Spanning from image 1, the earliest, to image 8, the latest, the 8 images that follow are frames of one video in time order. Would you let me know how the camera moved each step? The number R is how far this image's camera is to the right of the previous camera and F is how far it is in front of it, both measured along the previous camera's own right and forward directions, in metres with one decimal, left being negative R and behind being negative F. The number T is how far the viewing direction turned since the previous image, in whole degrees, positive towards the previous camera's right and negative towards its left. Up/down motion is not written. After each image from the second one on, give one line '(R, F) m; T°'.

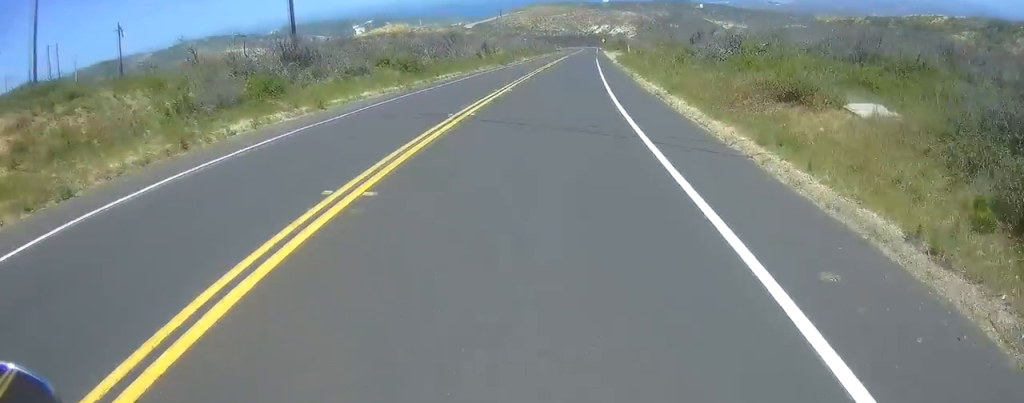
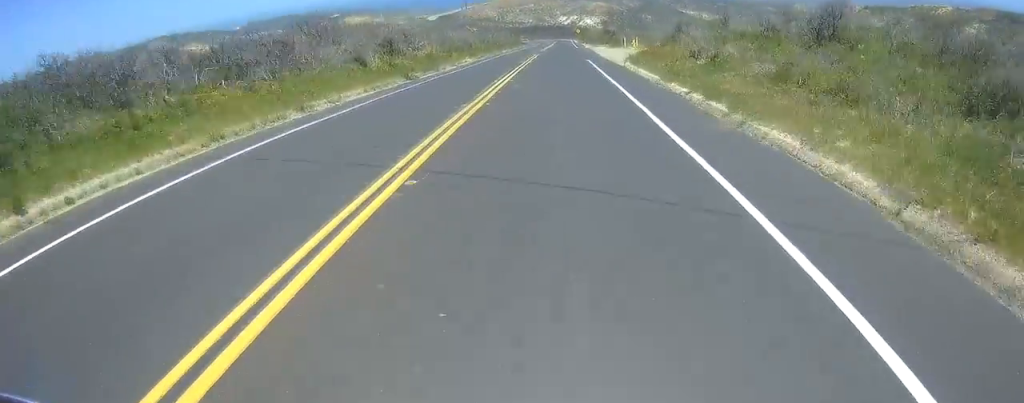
(0.0, +30.5) m; 0°
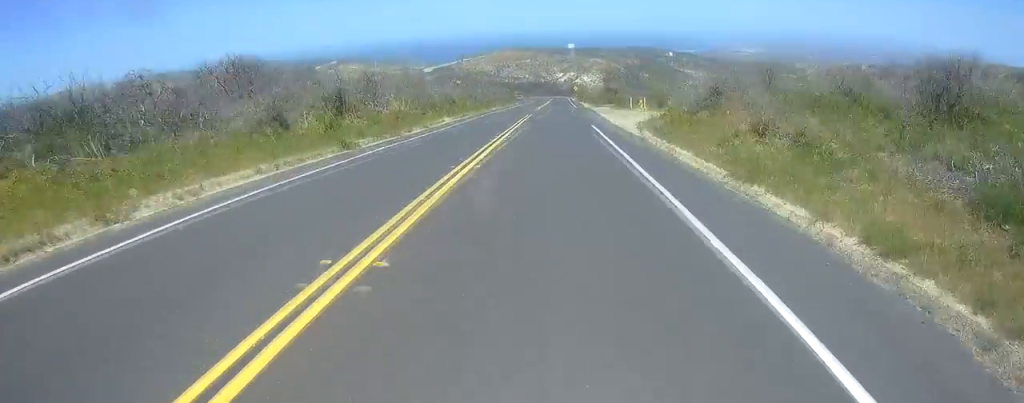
(0.0, +8.6) m; 0°
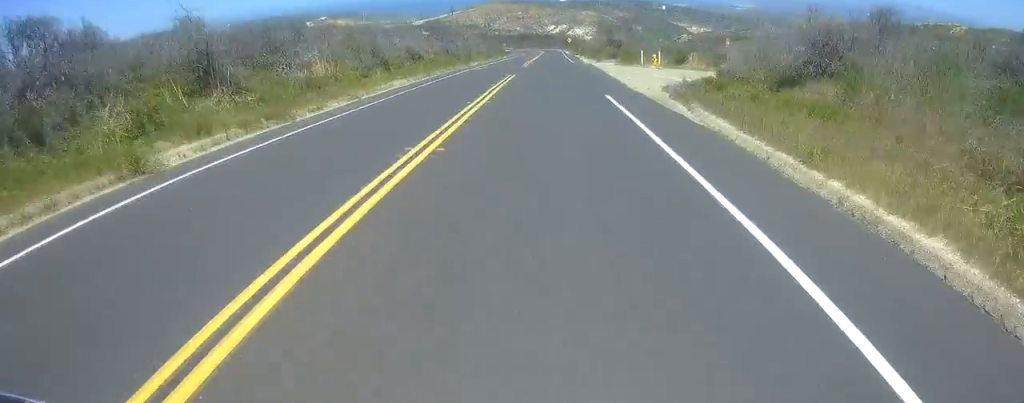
(+0.1, +11.7) m; +4°
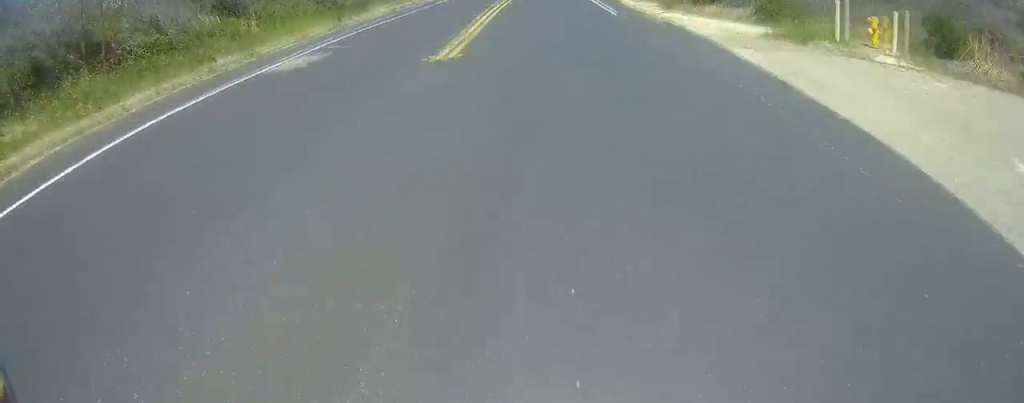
(+3.8, +35.1) m; +11°
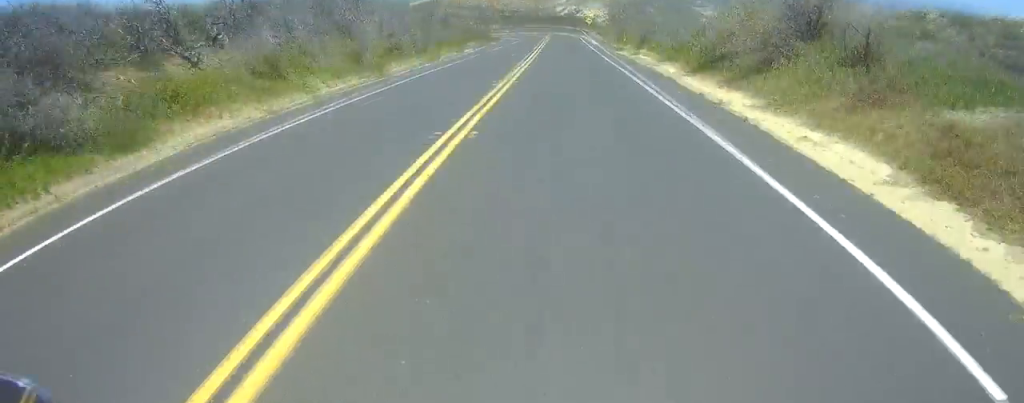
(+0.4, +17.7) m; +2°
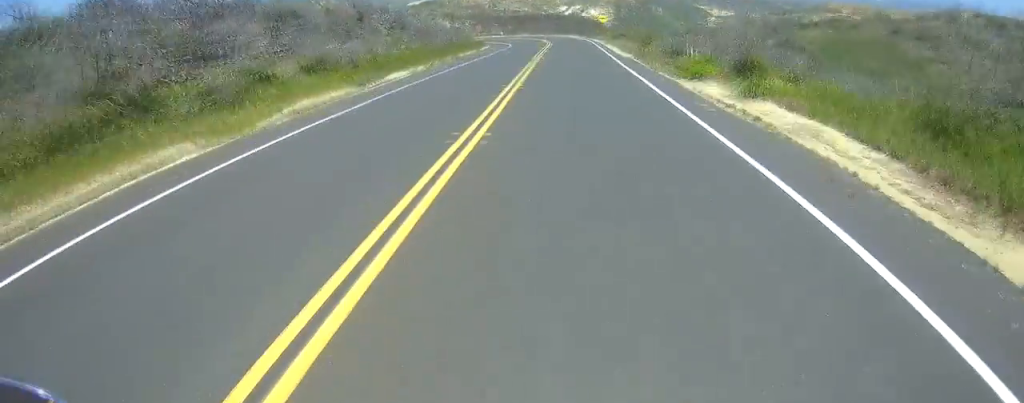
(+0.5, +23.8) m; +1°
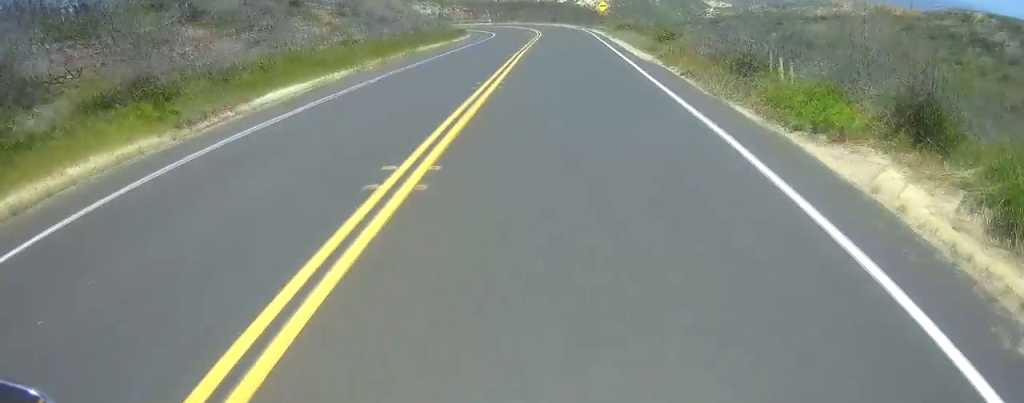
(0.0, +11.4) m; 0°
